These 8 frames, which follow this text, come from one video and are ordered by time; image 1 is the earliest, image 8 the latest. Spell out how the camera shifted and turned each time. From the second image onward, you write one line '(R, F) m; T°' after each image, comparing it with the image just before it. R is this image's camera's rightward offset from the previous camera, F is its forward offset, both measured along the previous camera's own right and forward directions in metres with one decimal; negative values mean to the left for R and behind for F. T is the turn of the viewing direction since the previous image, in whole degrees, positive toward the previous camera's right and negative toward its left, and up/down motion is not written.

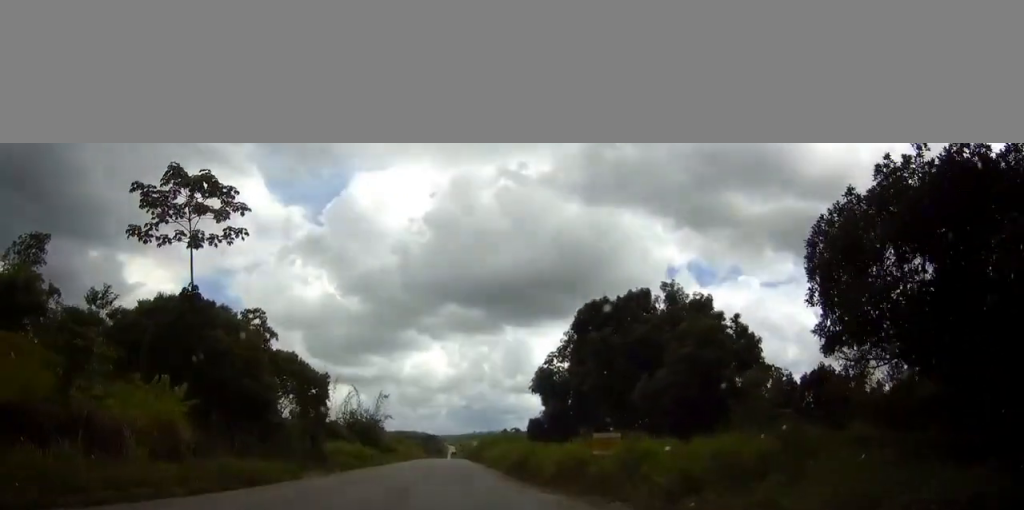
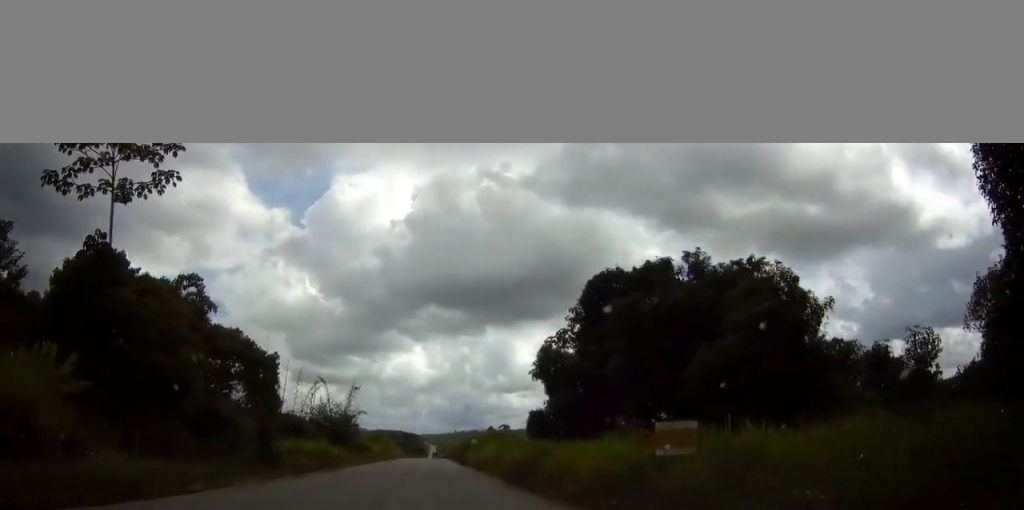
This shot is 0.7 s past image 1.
(+0.2, +8.2) m; +1°
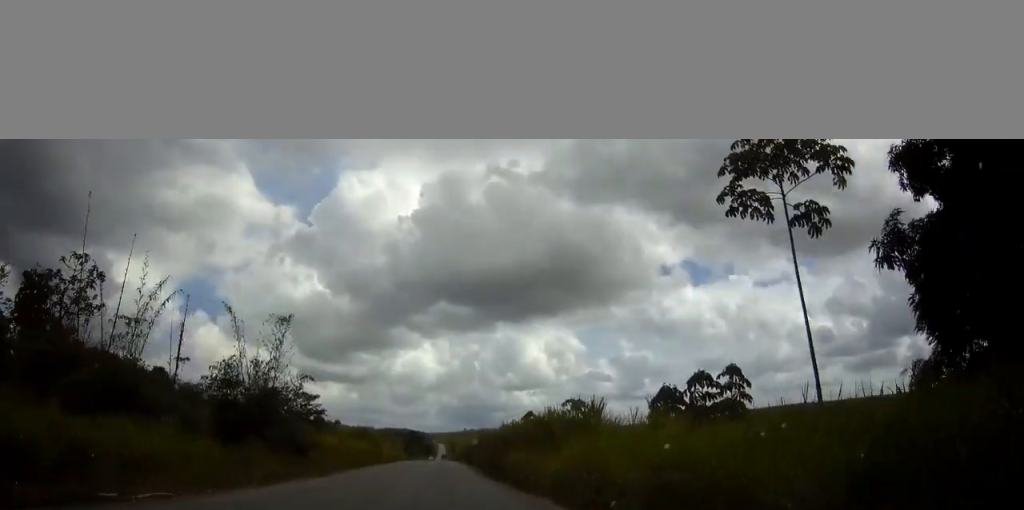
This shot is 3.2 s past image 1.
(+0.4, +31.7) m; +1°
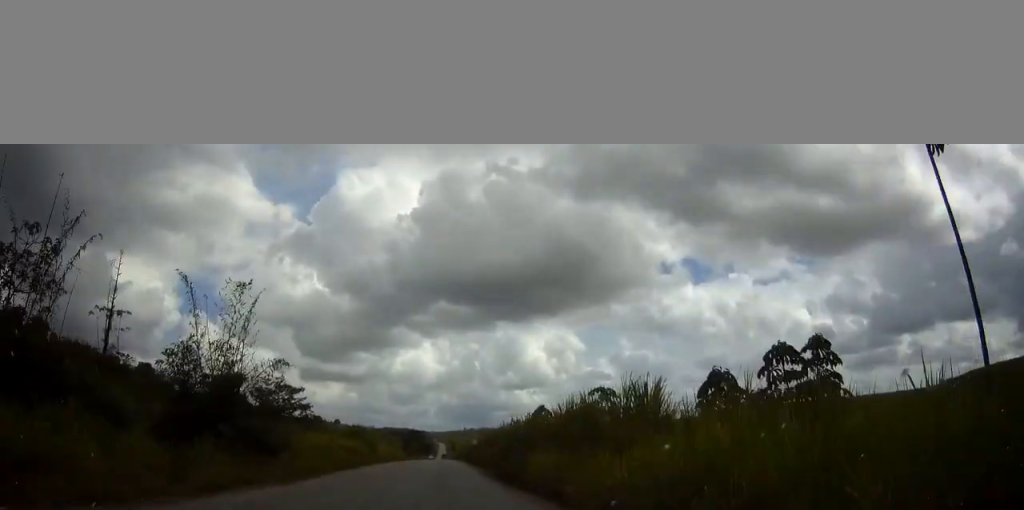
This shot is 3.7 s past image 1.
(0.0, +6.4) m; 0°
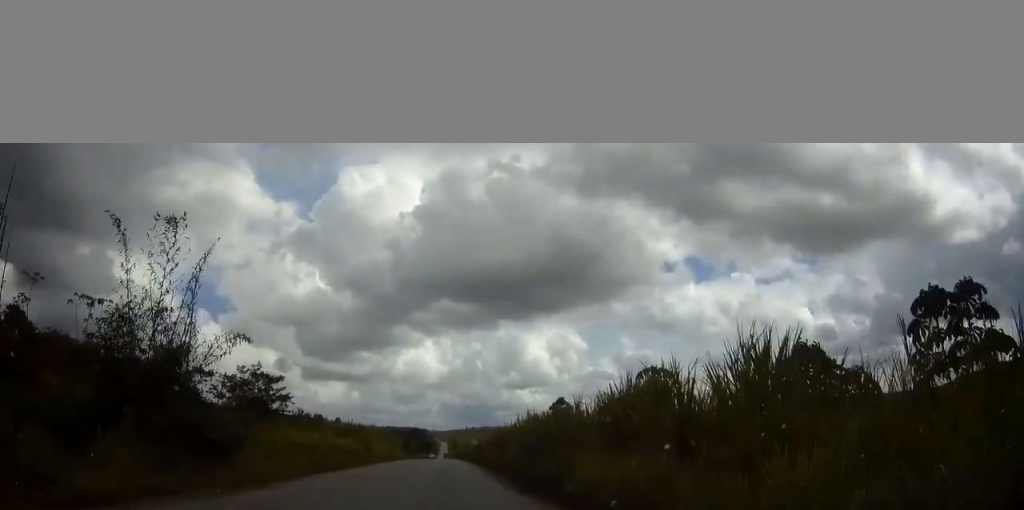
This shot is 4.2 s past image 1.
(0.0, +7.0) m; 0°
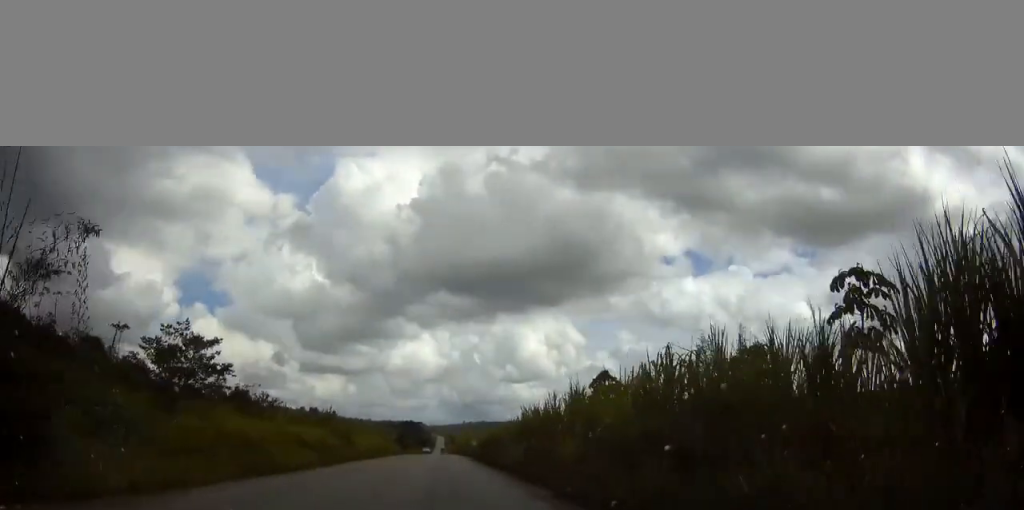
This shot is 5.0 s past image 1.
(0.0, +11.9) m; 0°
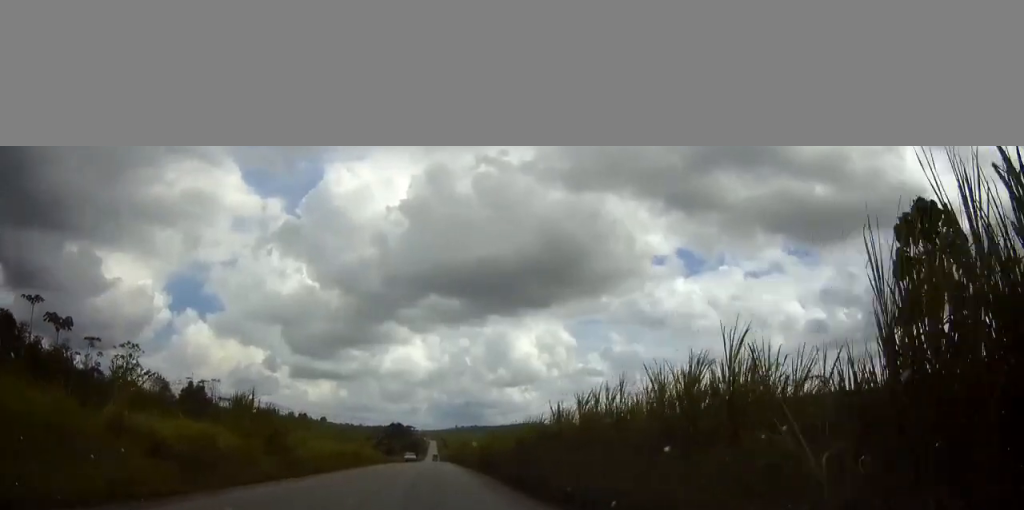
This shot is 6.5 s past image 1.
(+0.1, +22.2) m; 0°
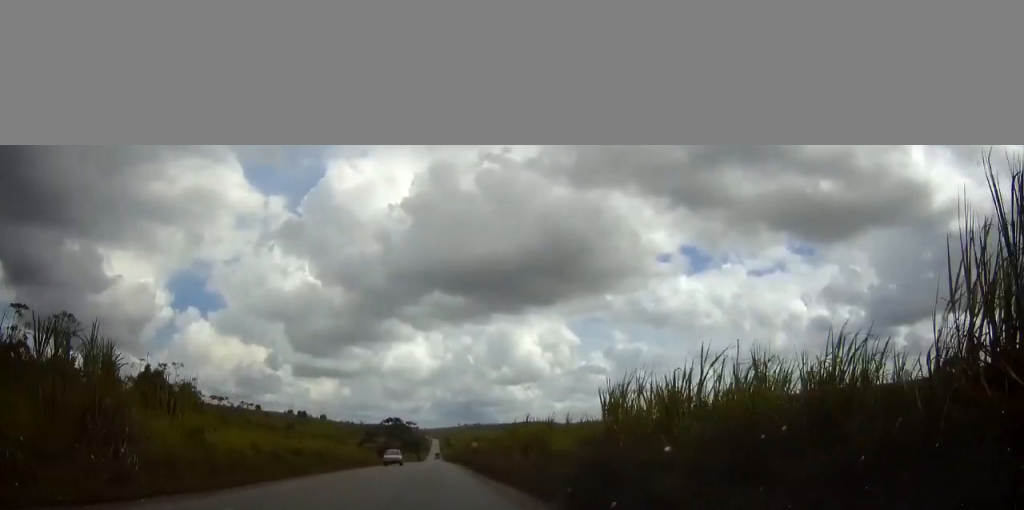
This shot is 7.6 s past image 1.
(+0.1, +19.0) m; 0°
